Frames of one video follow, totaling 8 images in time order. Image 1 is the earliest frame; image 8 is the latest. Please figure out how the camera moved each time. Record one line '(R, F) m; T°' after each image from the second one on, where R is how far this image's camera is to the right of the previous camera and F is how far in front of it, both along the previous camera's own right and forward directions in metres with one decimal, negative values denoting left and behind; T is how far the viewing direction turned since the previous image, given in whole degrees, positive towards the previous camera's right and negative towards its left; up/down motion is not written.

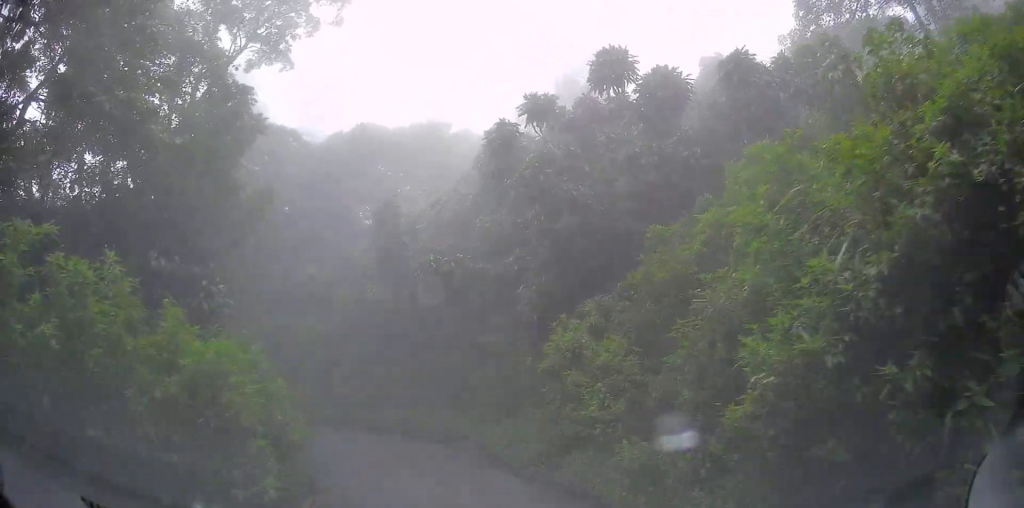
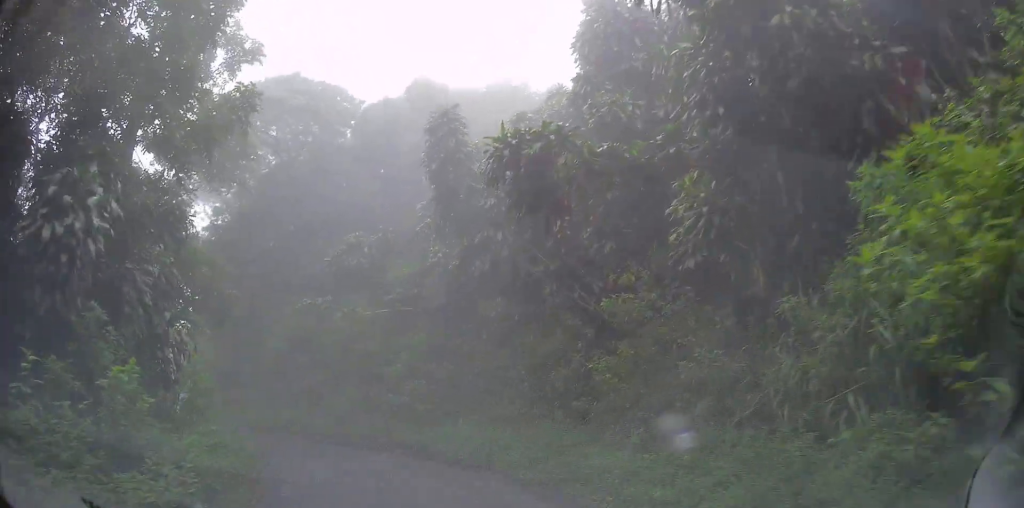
(-0.5, +6.6) m; -12°
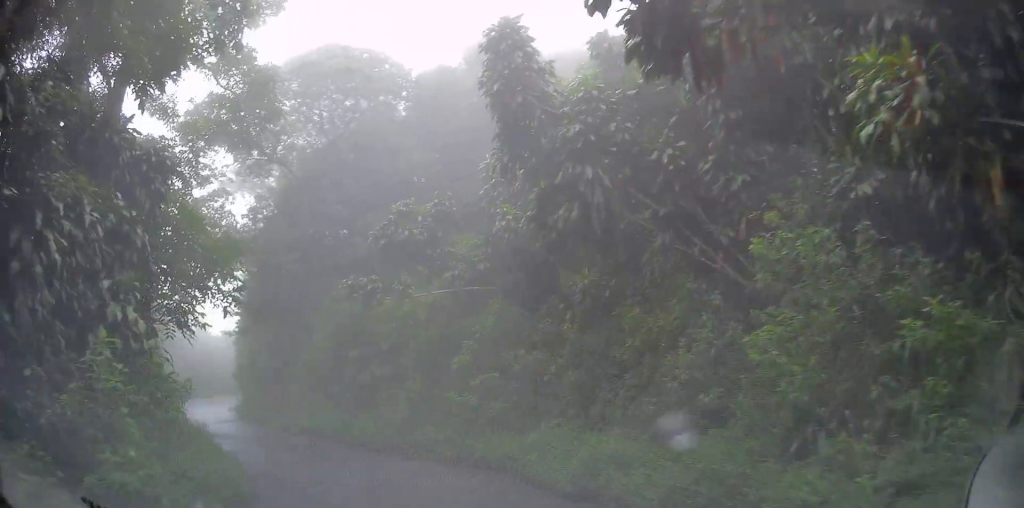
(-0.3, +3.2) m; -9°
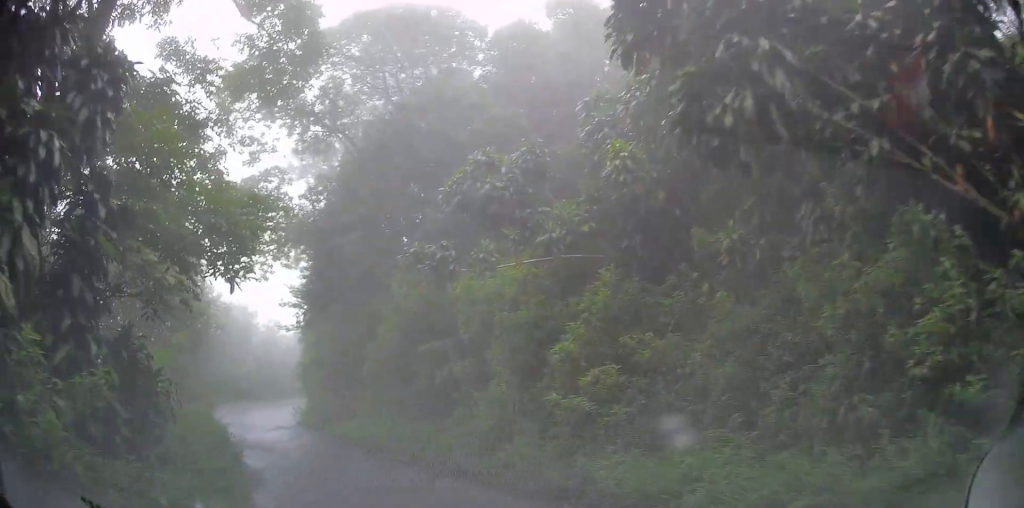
(-0.1, +3.4) m; -10°
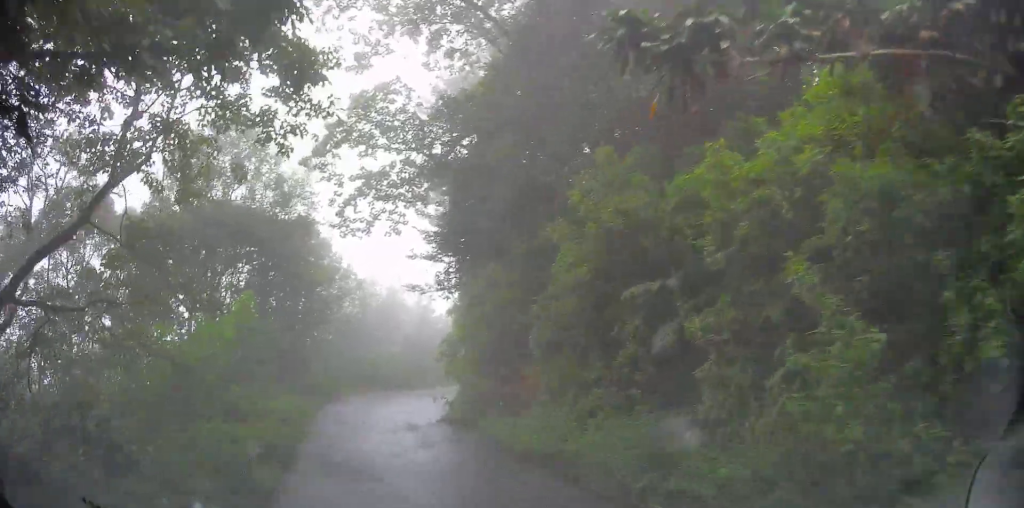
(-1.1, +6.9) m; -13°
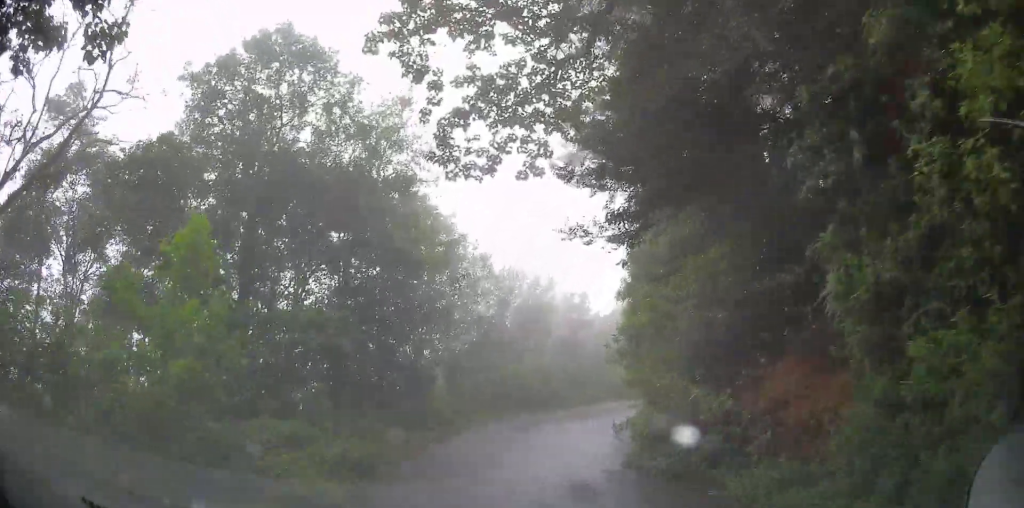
(-0.6, +7.9) m; -5°
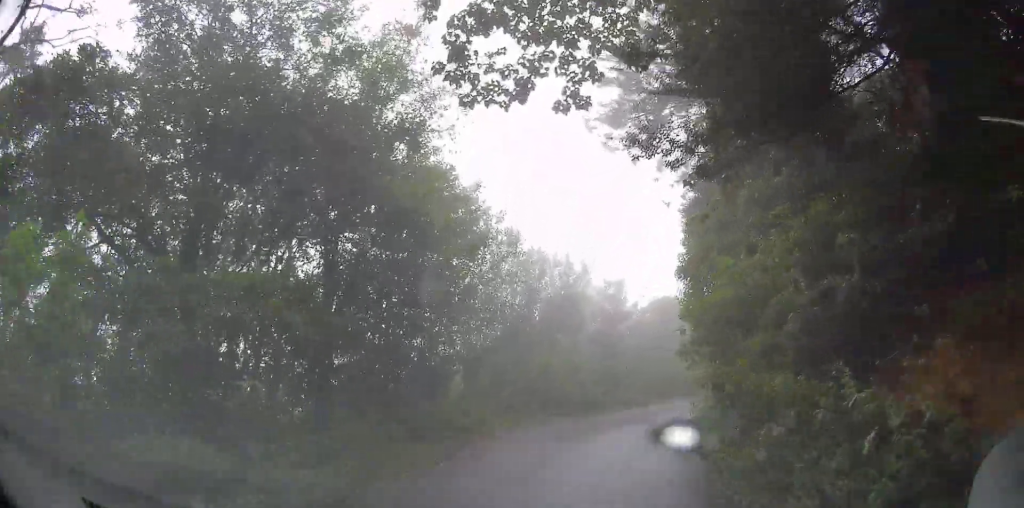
(-0.1, +3.6) m; 0°
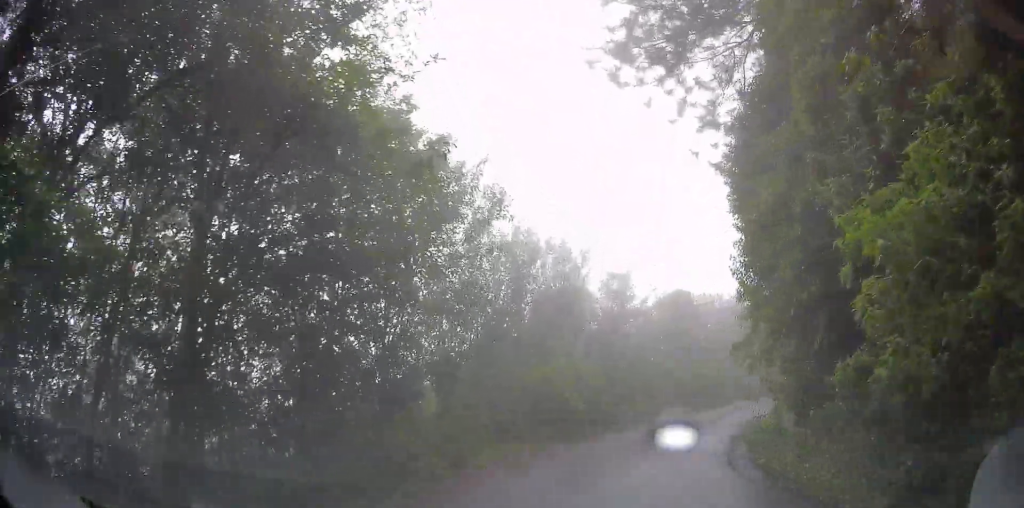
(+0.2, +4.7) m; +4°
